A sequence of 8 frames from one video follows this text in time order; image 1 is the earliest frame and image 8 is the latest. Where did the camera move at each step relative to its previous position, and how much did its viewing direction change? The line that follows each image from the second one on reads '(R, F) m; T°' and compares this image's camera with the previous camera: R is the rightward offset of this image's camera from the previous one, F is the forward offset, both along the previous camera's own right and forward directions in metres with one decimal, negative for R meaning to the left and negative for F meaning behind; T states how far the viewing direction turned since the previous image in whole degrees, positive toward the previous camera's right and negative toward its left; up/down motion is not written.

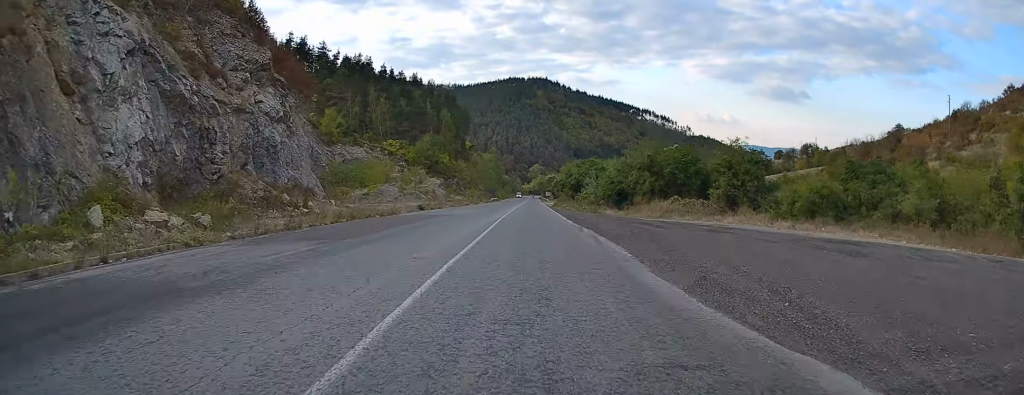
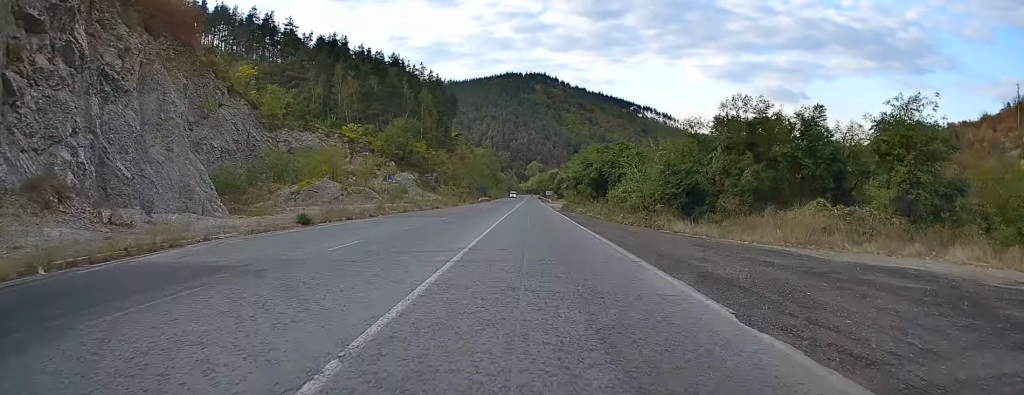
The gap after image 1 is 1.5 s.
(-0.9, +30.7) m; -2°
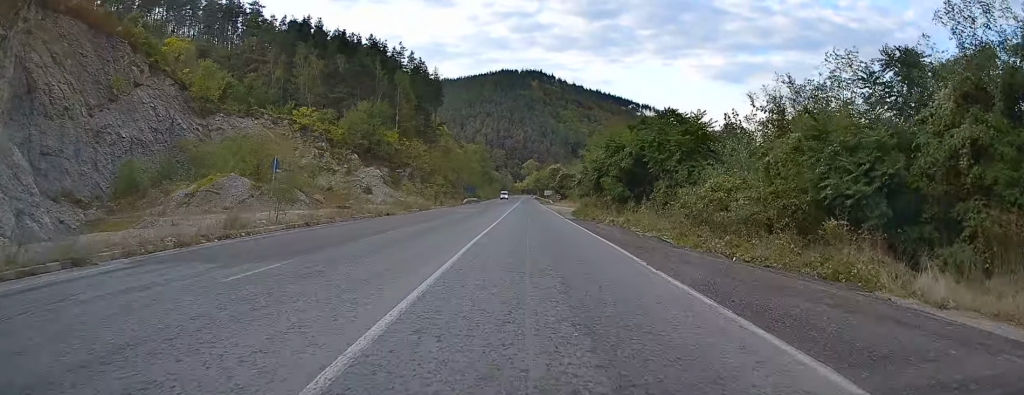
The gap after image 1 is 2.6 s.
(+0.3, +22.9) m; +1°
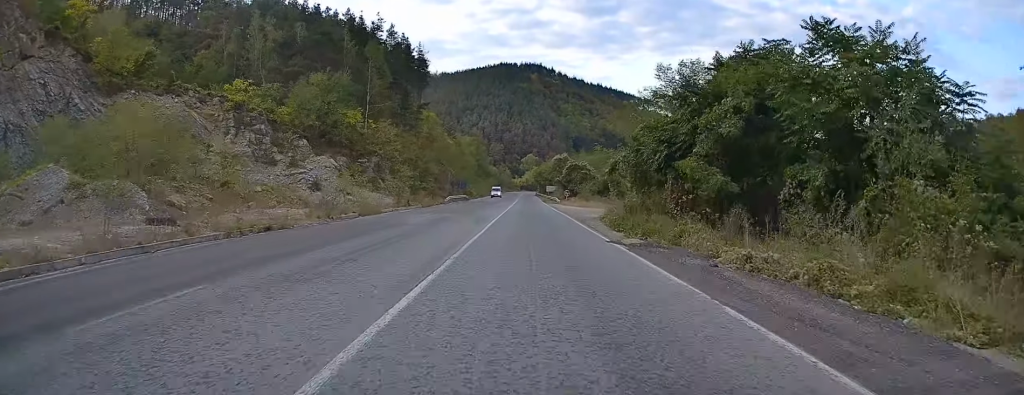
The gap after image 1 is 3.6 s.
(+0.1, +21.4) m; 0°
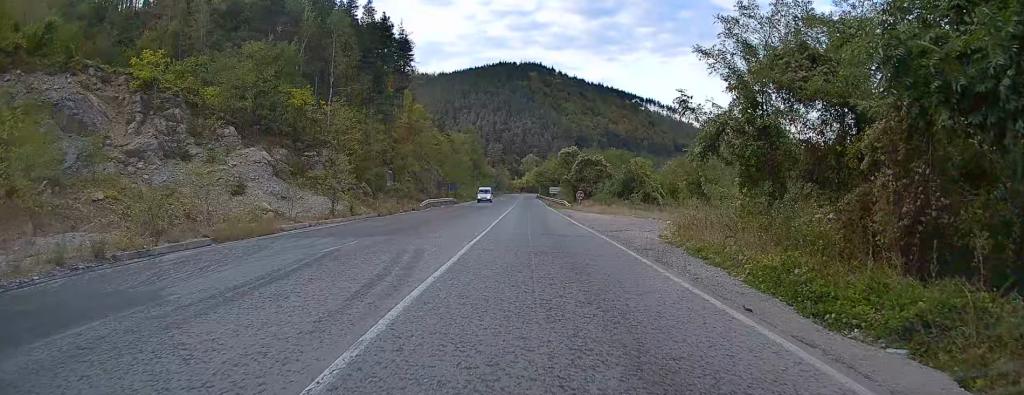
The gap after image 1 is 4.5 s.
(0.0, +18.7) m; 0°
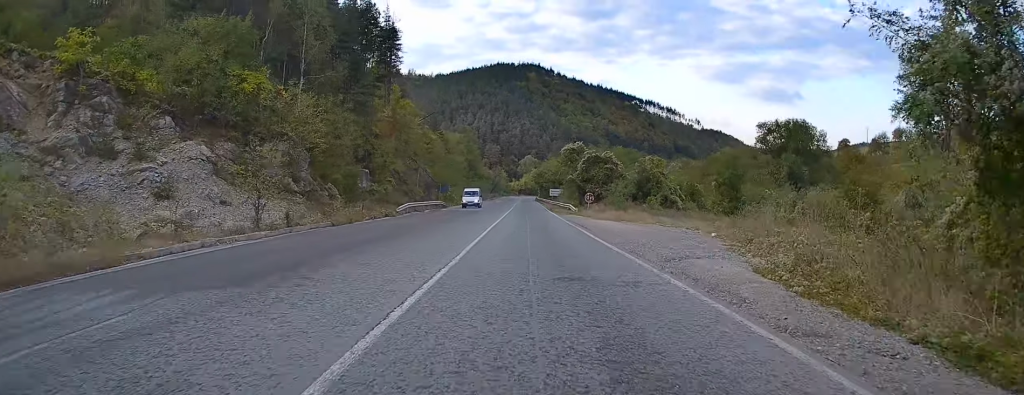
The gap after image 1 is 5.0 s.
(+0.1, +10.4) m; 0°
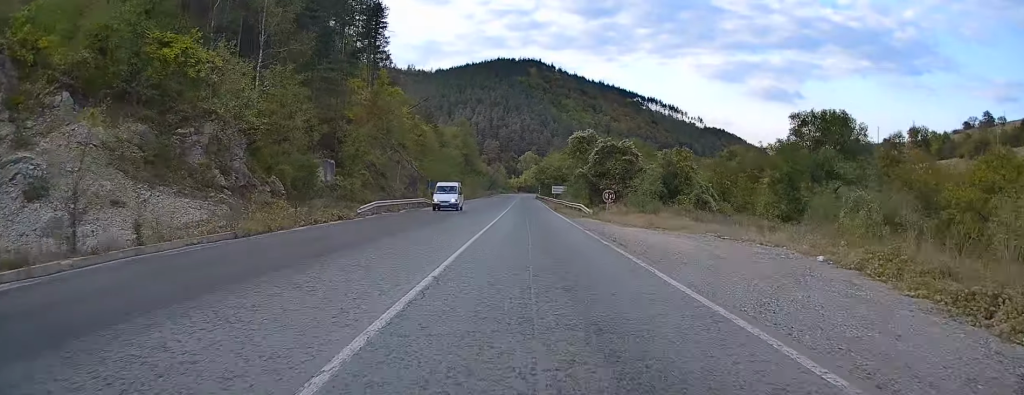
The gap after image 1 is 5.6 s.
(0.0, +11.7) m; 0°
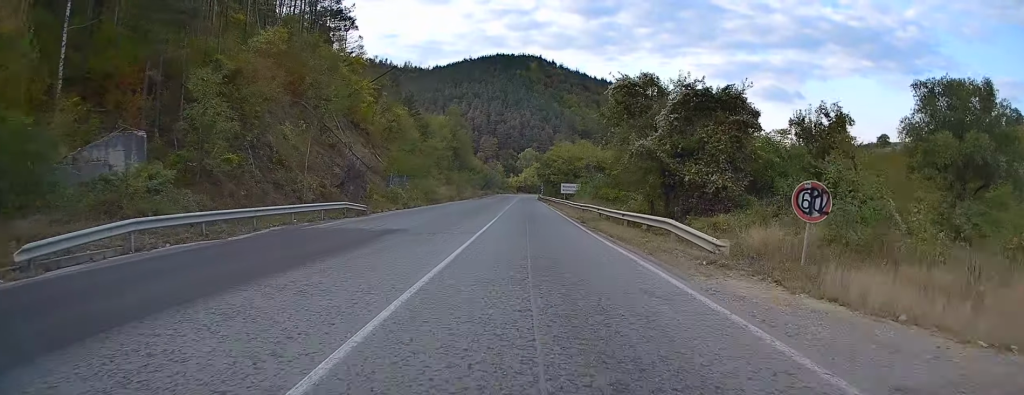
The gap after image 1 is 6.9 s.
(-0.1, +27.1) m; 0°
